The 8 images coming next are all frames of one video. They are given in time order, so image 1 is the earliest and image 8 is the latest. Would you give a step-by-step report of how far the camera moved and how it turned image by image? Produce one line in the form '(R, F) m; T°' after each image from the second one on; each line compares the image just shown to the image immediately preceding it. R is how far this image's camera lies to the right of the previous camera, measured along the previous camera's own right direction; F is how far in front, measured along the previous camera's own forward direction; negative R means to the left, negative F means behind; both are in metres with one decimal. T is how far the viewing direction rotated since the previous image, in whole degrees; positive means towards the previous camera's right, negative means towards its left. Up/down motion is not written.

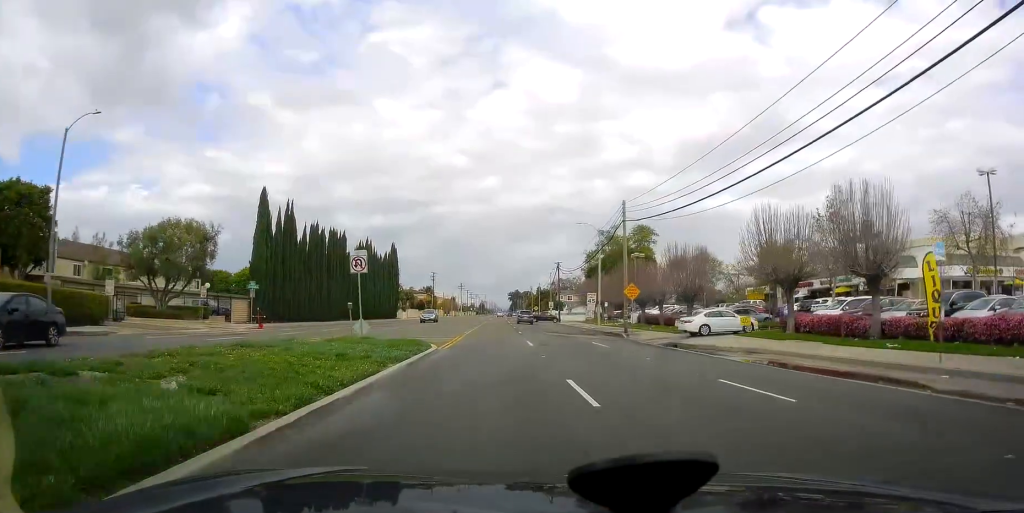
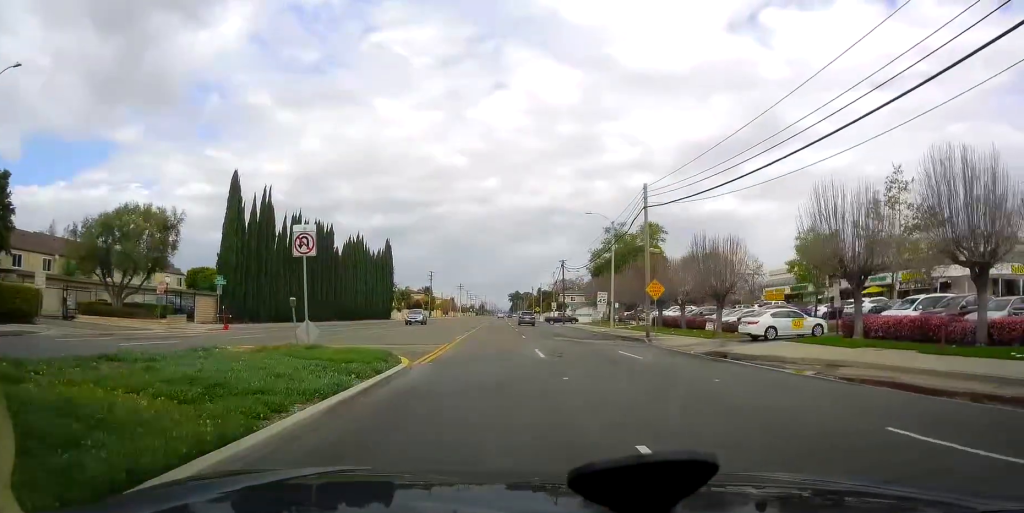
(0.0, +6.4) m; 0°
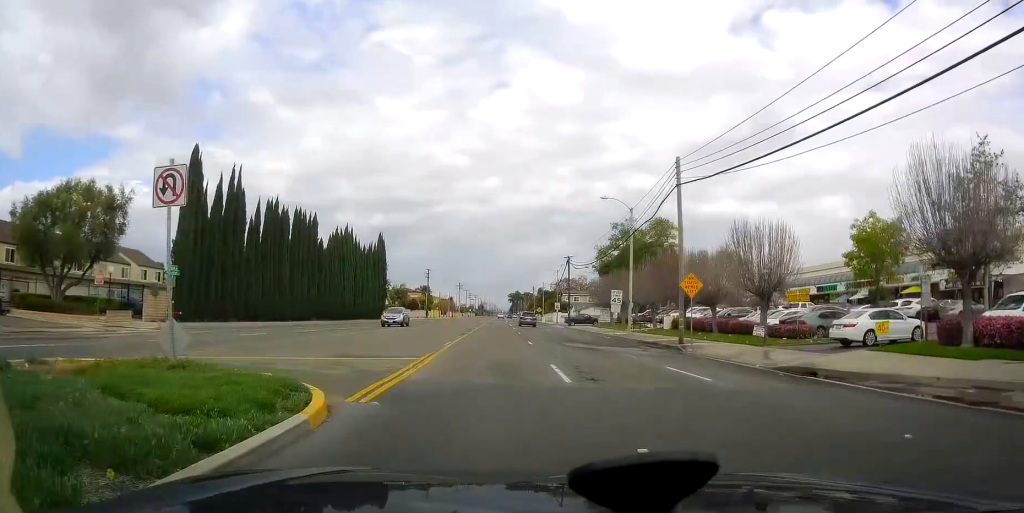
(0.0, +6.9) m; 0°
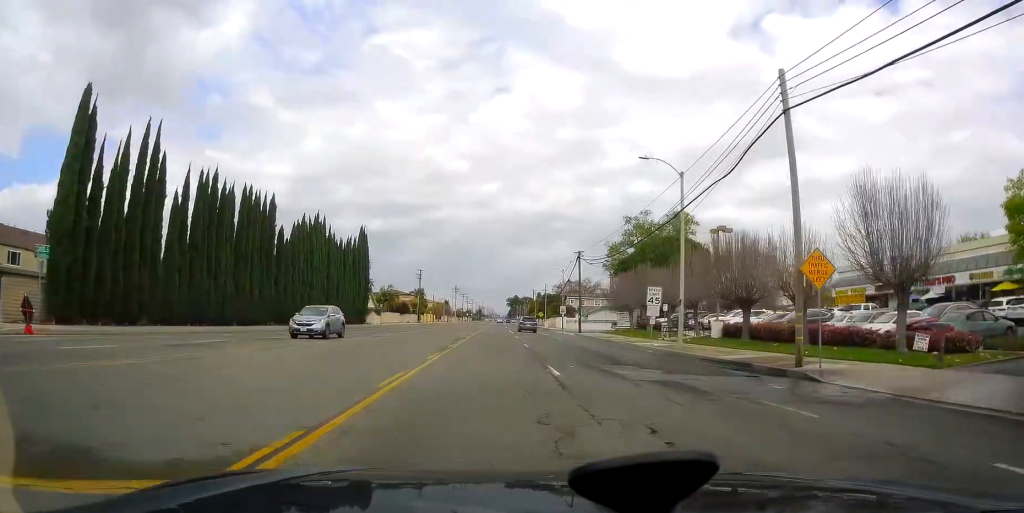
(0.0, +12.7) m; 0°
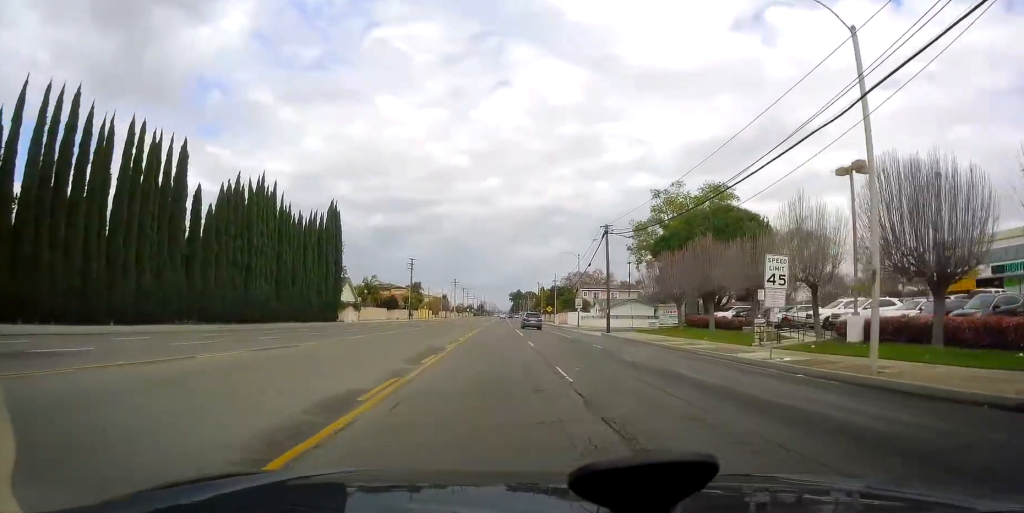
(0.0, +17.1) m; 0°
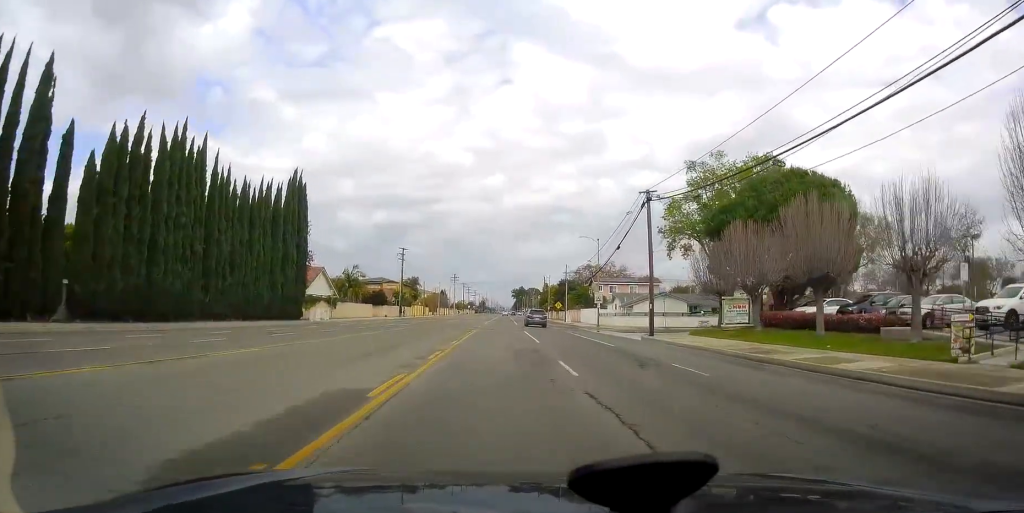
(0.0, +14.6) m; 0°
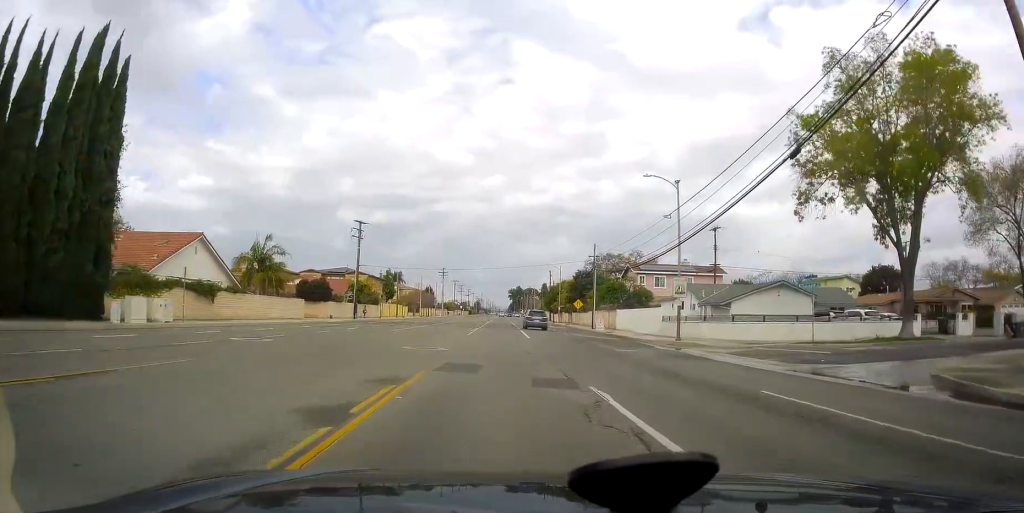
(-1.7, +32.1) m; -3°
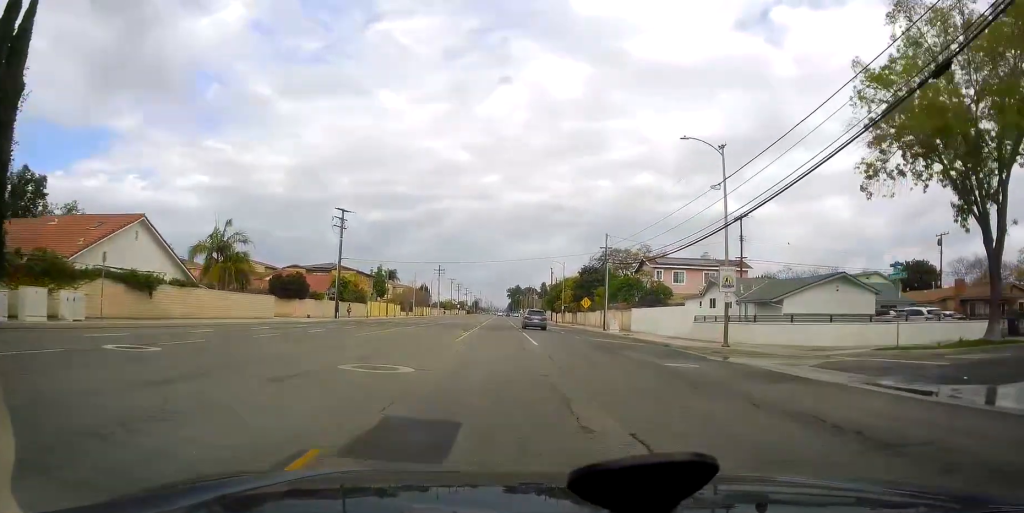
(+0.4, +8.2) m; +2°
